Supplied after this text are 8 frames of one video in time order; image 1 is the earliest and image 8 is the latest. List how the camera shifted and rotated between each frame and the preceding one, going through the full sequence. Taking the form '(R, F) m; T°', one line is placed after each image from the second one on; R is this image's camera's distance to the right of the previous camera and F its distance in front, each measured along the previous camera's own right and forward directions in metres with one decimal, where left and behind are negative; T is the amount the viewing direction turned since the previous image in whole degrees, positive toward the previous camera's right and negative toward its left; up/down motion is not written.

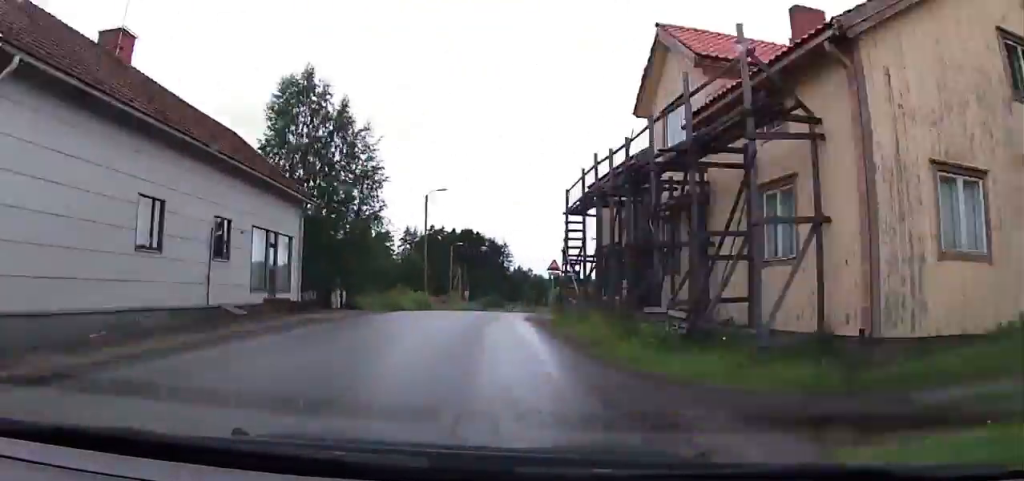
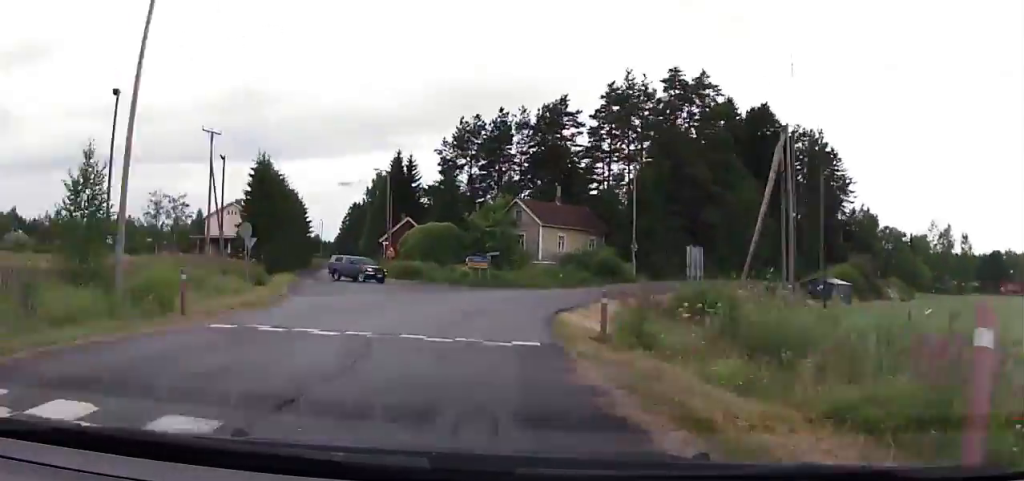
(-11.8, +145.9) m; +9°
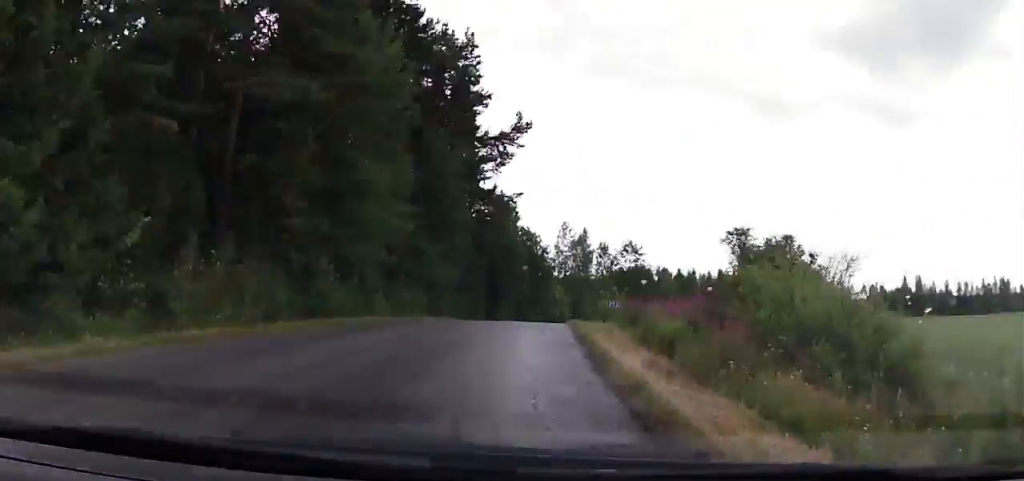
(+21.6, +68.0) m; +24°
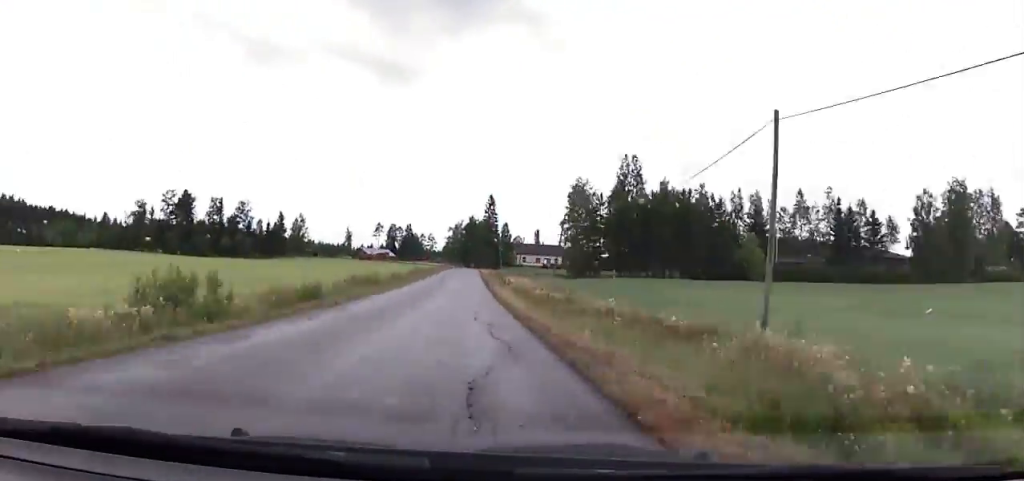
(+98.8, +218.0) m; +28°
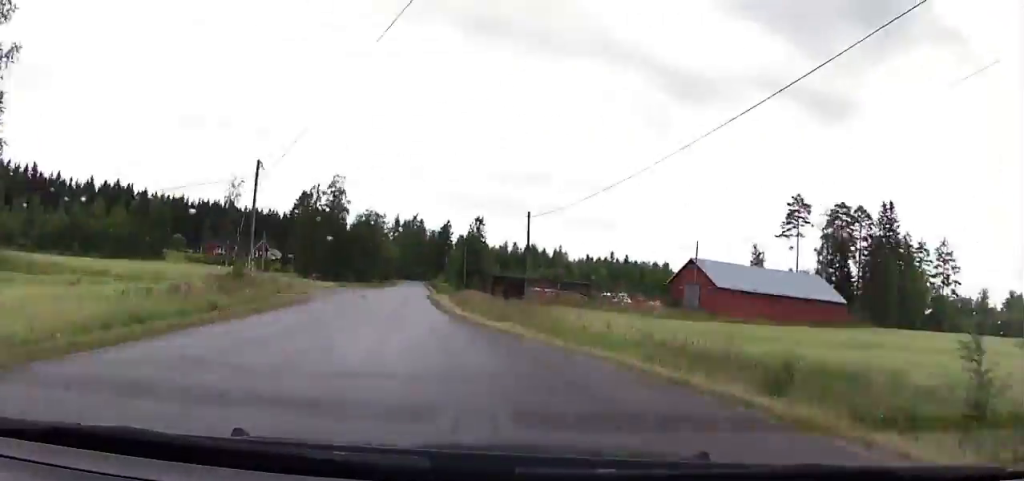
(-43.9, +241.5) m; -27°
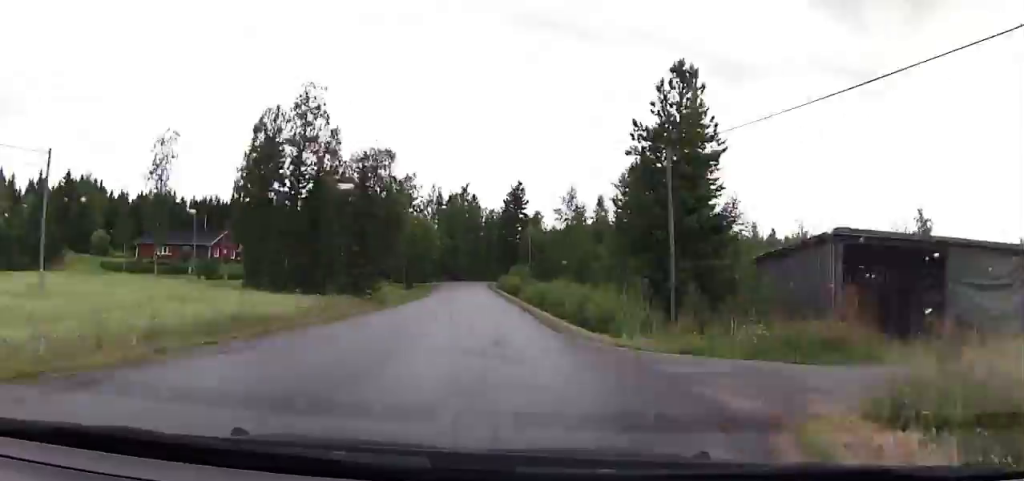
(-15.8, +66.0) m; -4°
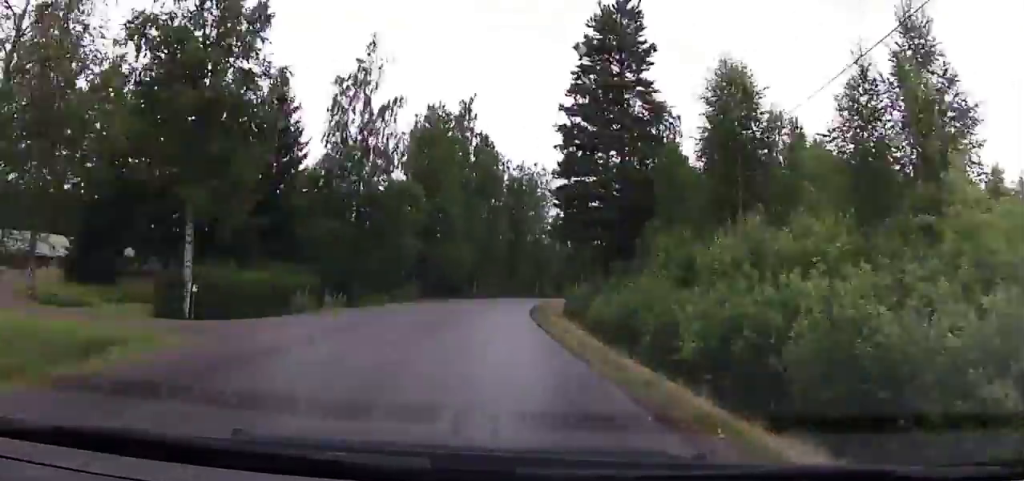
(-2.5, +73.3) m; -1°
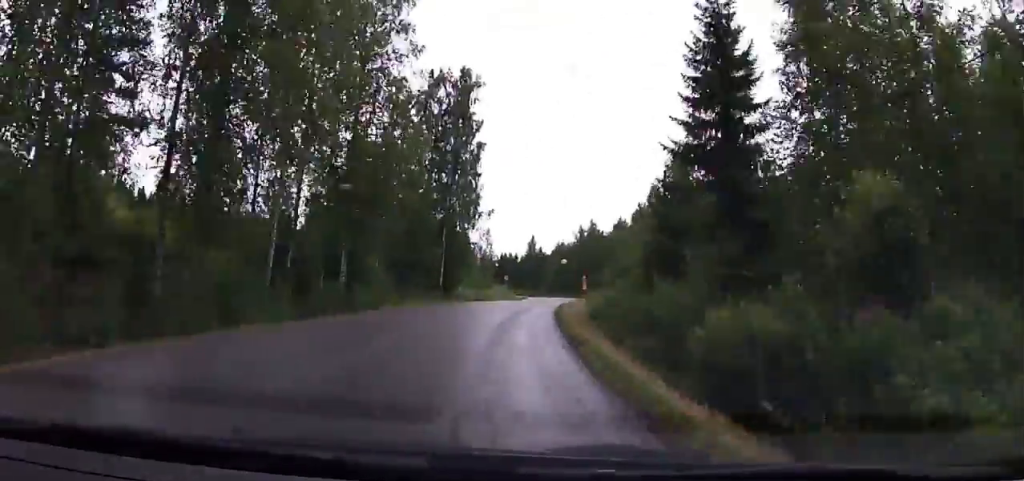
(+7.3, +67.4) m; +2°
